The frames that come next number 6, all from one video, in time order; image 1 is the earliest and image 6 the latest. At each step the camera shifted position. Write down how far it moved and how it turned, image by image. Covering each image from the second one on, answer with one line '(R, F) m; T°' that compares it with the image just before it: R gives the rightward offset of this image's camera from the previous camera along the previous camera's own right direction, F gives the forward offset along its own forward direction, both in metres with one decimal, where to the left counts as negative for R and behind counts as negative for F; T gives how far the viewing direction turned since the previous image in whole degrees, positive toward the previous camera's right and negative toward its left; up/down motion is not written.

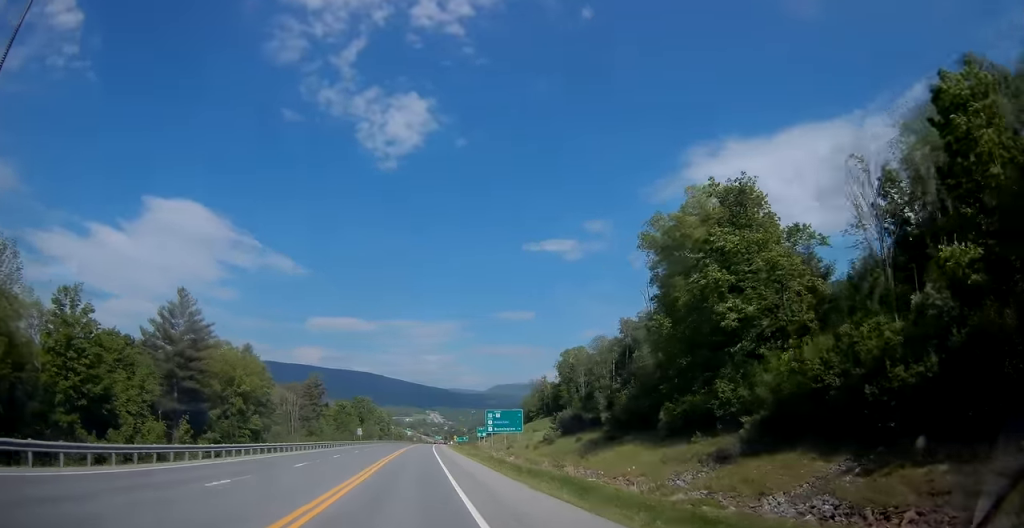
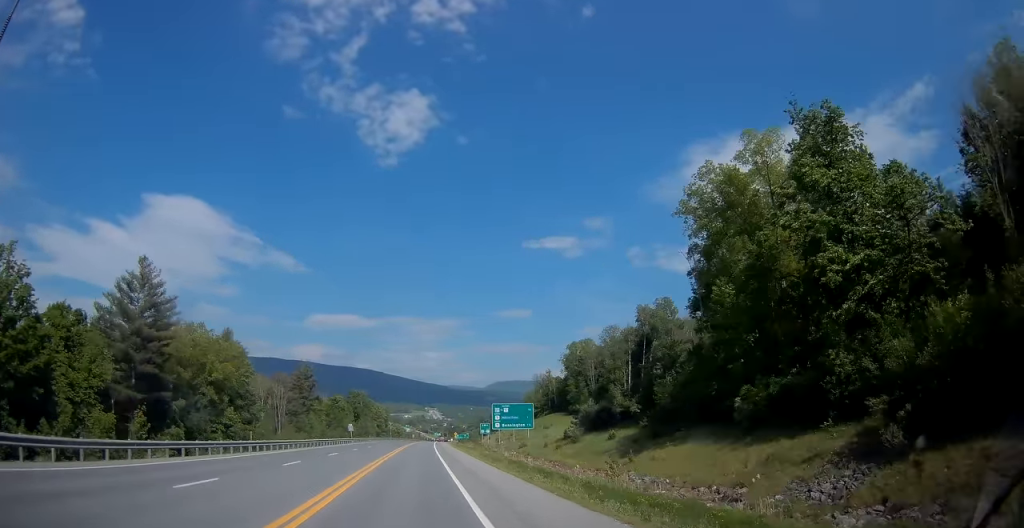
(0.0, +13.8) m; 0°
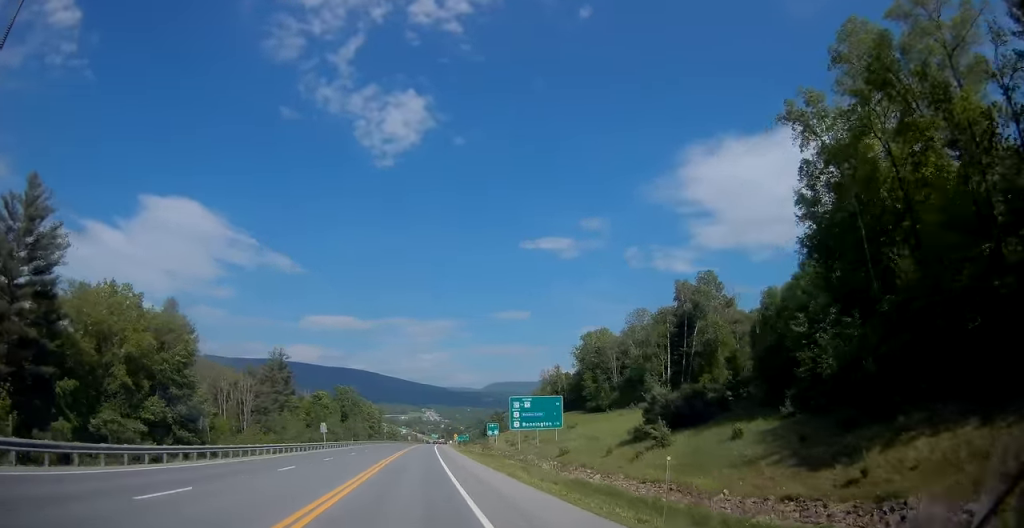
(-0.1, +26.8) m; 0°
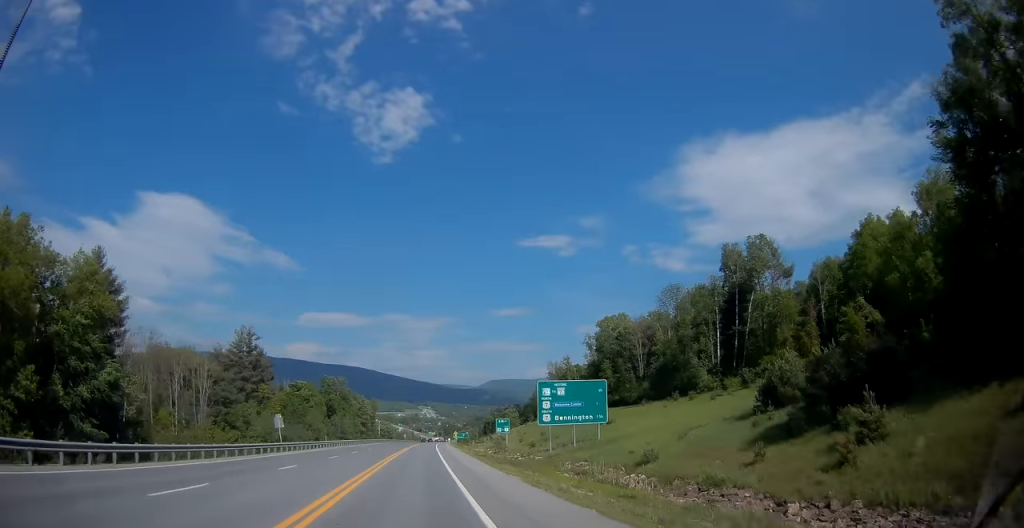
(0.0, +23.6) m; +1°
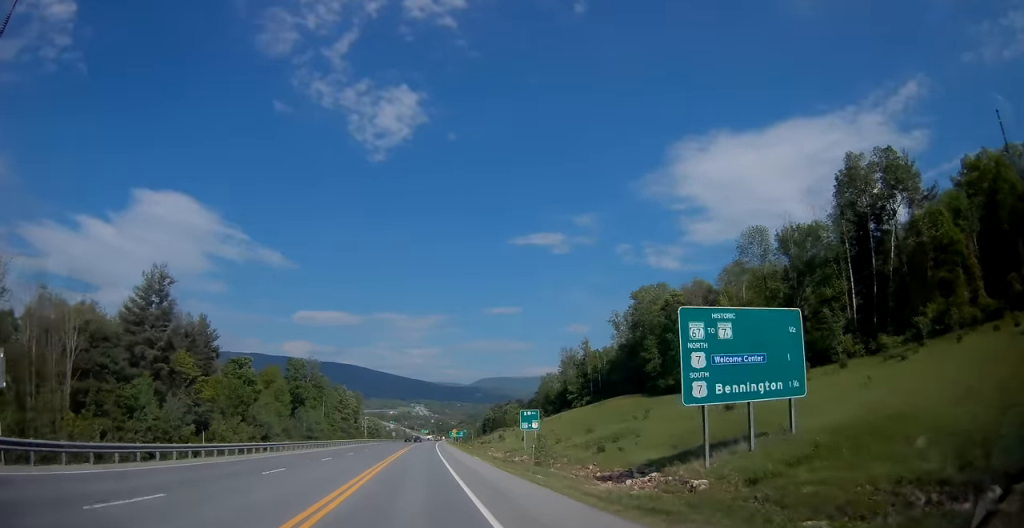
(+0.4, +39.5) m; +1°
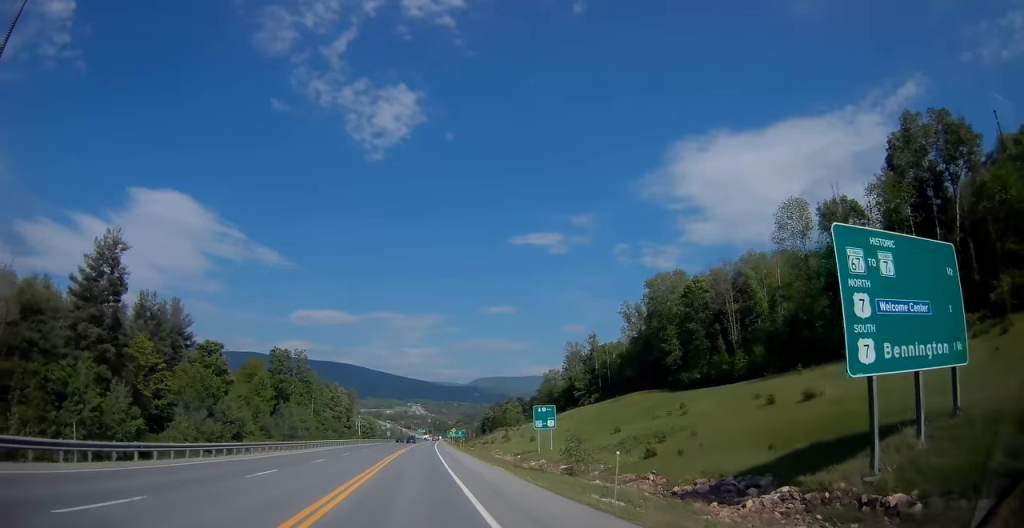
(0.0, +13.2) m; 0°
